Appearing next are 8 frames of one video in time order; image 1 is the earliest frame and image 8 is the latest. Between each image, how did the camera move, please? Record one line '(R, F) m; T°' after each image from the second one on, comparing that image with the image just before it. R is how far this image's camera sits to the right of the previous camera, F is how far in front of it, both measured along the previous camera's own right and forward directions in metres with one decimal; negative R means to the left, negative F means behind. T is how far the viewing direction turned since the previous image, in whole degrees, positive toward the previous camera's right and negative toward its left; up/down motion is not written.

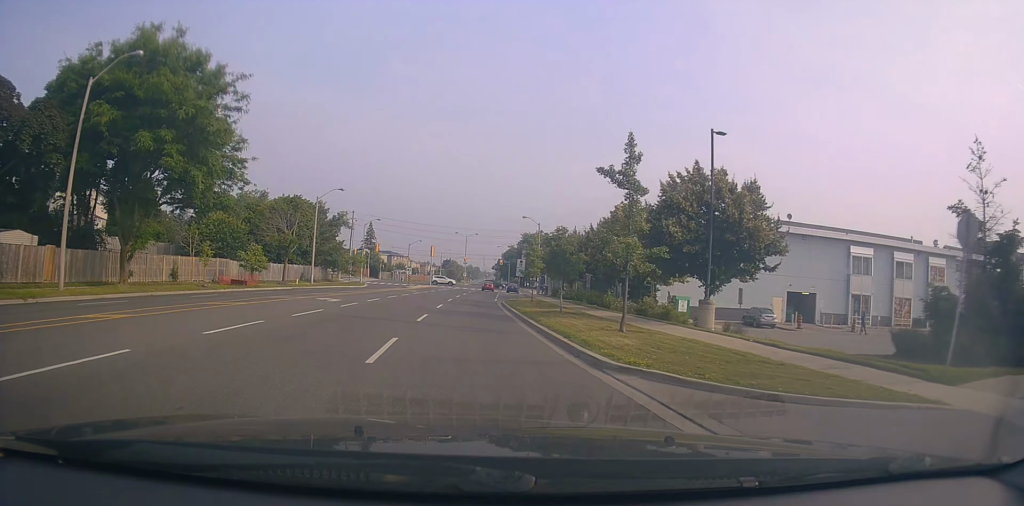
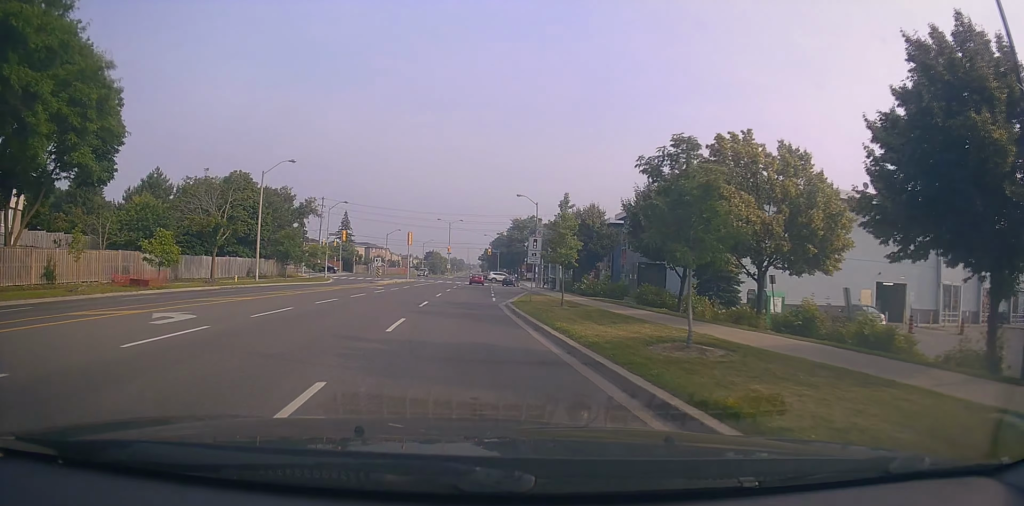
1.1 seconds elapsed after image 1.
(0.0, +14.2) m; +3°
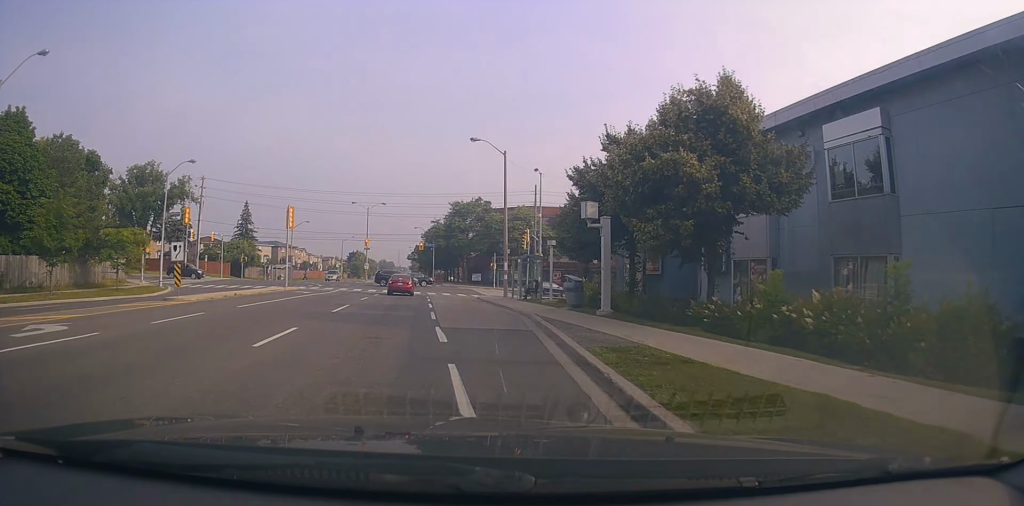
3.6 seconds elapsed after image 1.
(+1.8, +30.4) m; +4°
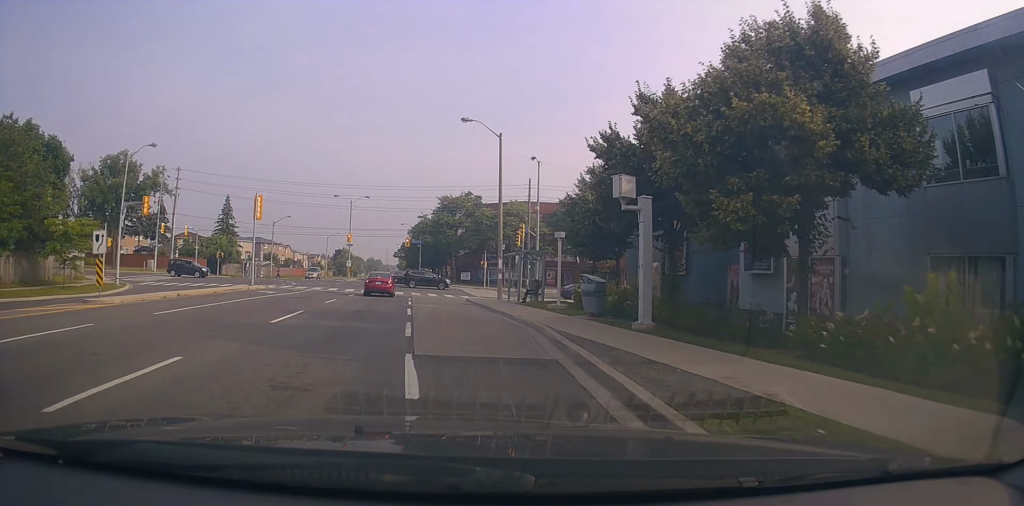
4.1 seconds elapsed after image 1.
(-0.1, +5.1) m; +2°
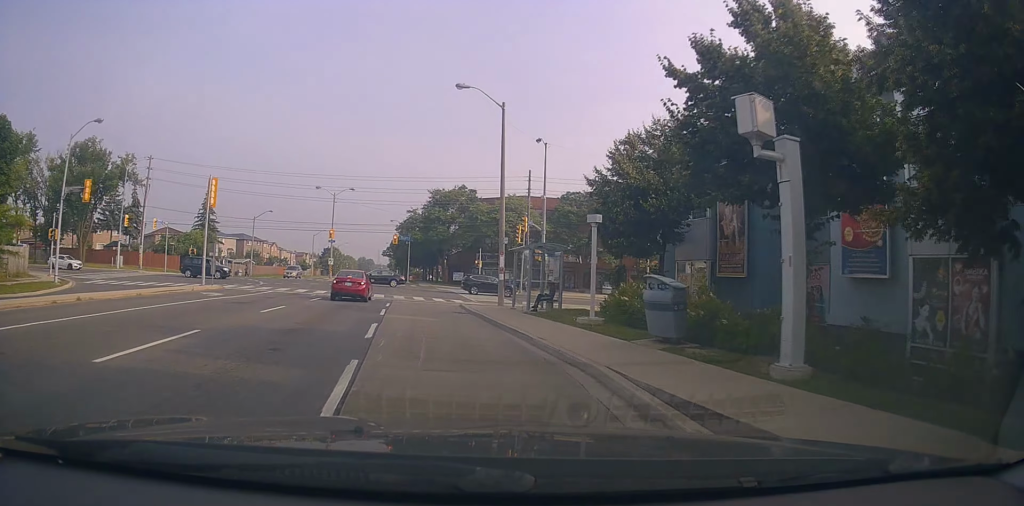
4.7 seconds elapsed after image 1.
(0.0, +6.8) m; +2°
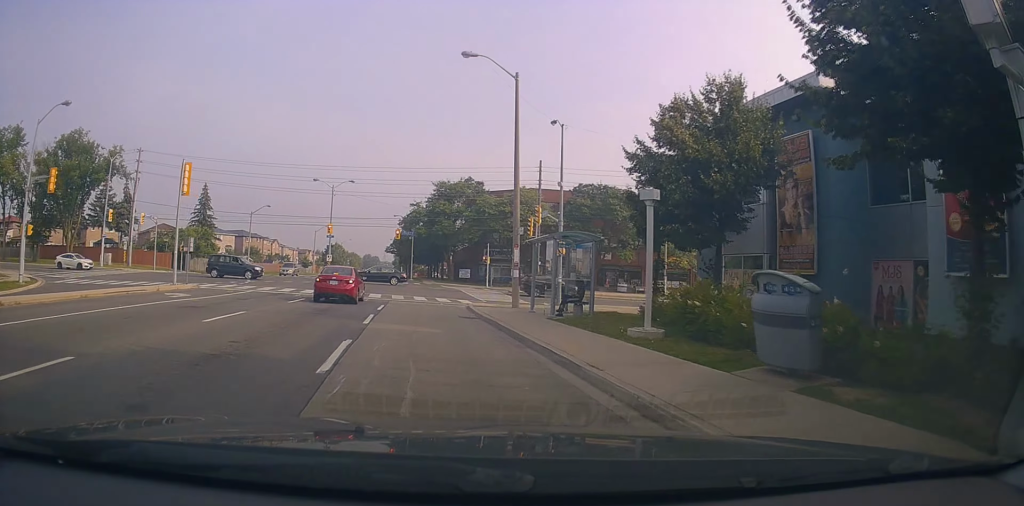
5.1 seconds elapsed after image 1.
(+0.3, +4.2) m; +1°
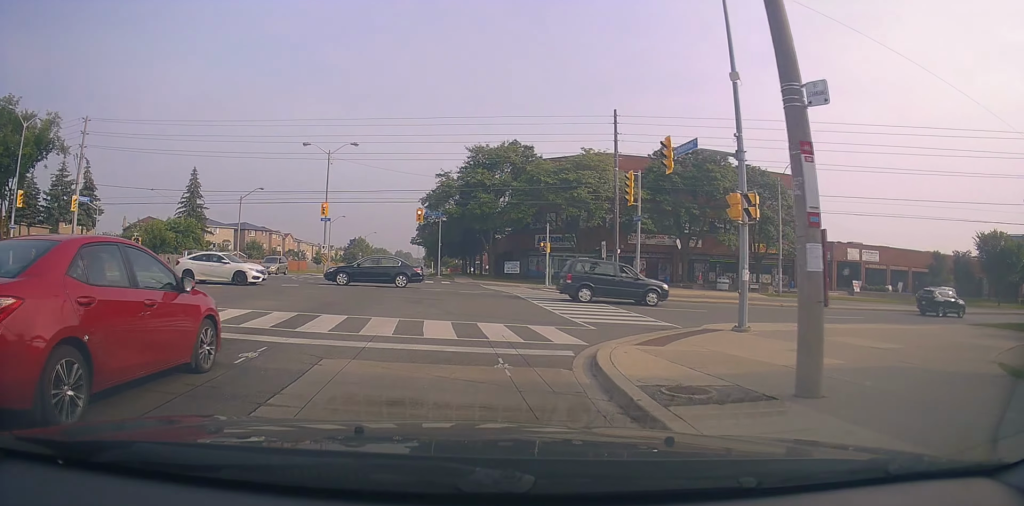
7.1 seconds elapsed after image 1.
(-0.7, +18.8) m; -3°
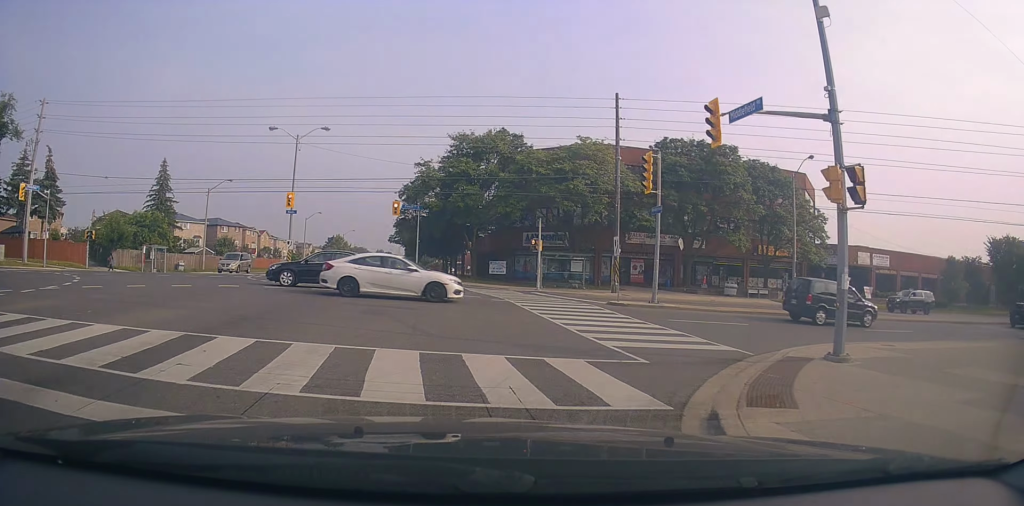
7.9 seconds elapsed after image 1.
(+0.1, +5.2) m; +1°
